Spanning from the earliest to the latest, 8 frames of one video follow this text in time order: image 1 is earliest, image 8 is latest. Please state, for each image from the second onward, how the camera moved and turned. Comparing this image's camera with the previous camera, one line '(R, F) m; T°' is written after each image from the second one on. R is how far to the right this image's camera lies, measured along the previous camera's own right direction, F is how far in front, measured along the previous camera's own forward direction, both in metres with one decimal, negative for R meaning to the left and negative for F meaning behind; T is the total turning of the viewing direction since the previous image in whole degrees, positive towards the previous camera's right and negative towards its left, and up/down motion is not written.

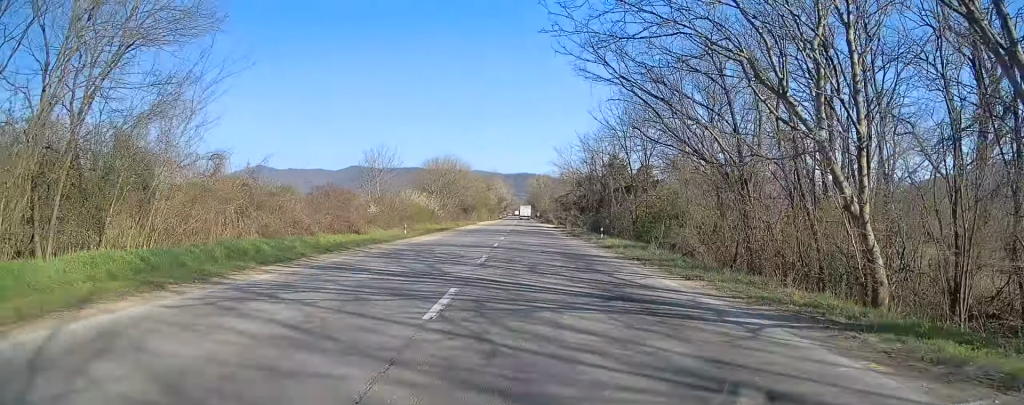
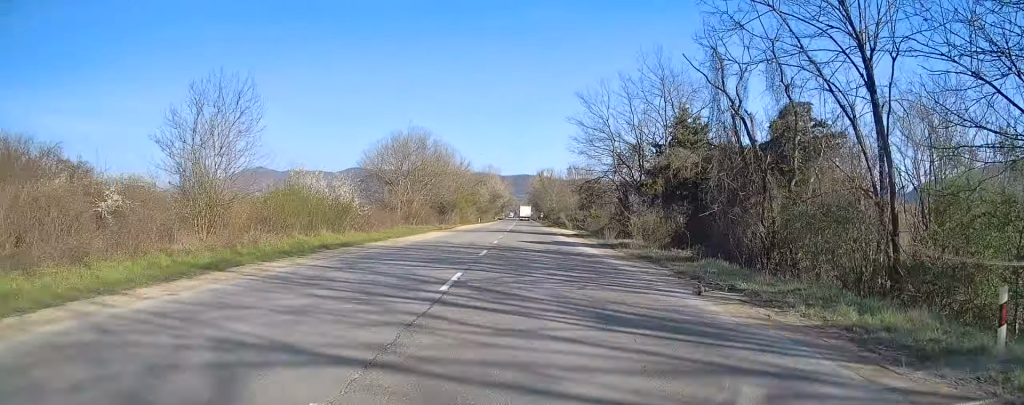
(0.0, +33.0) m; 0°
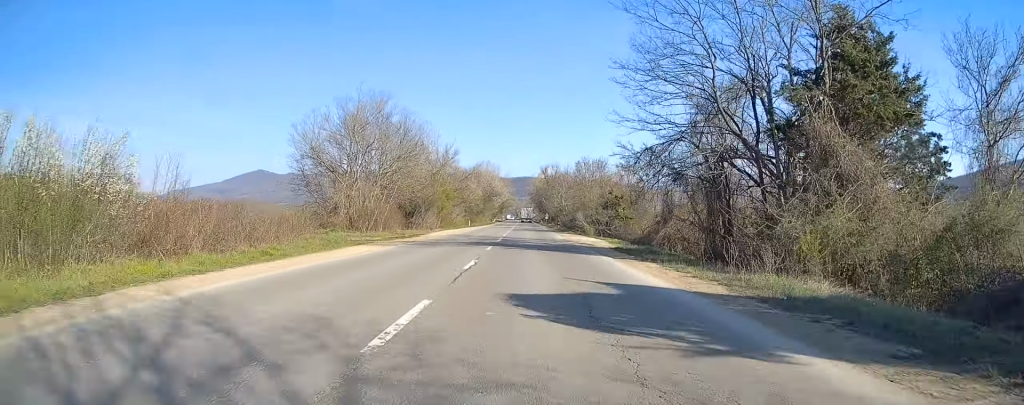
(0.0, +22.5) m; 0°
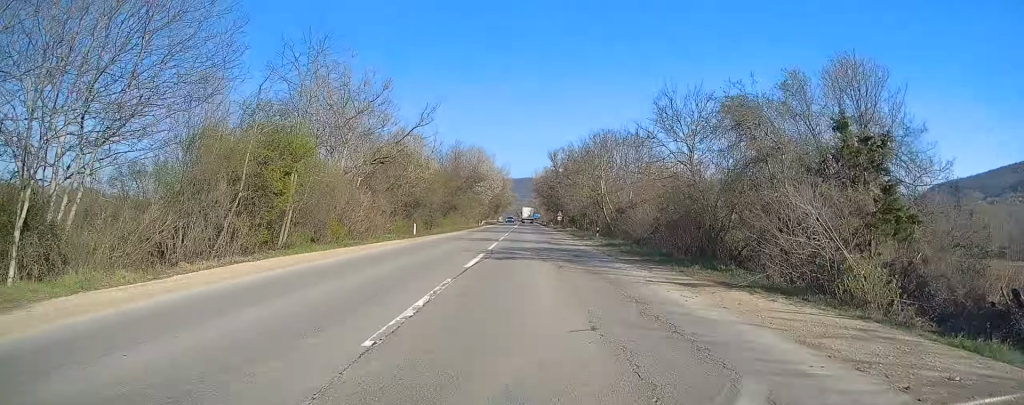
(+0.1, +44.6) m; 0°
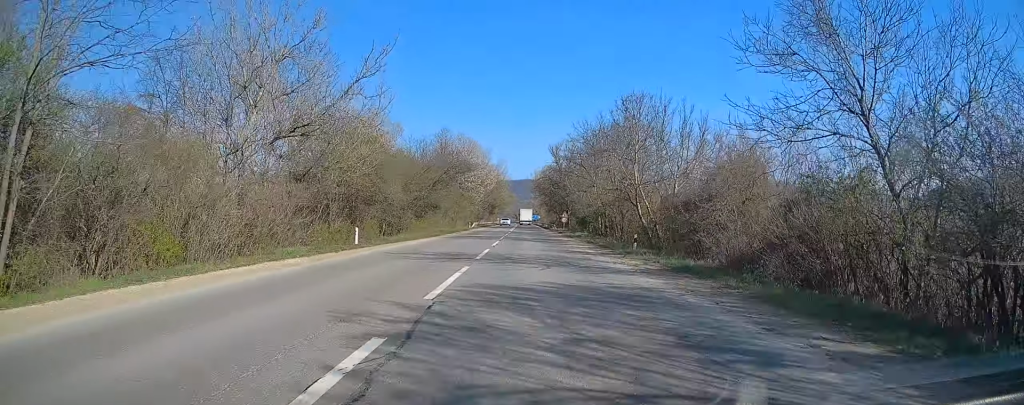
(-0.1, +14.7) m; 0°
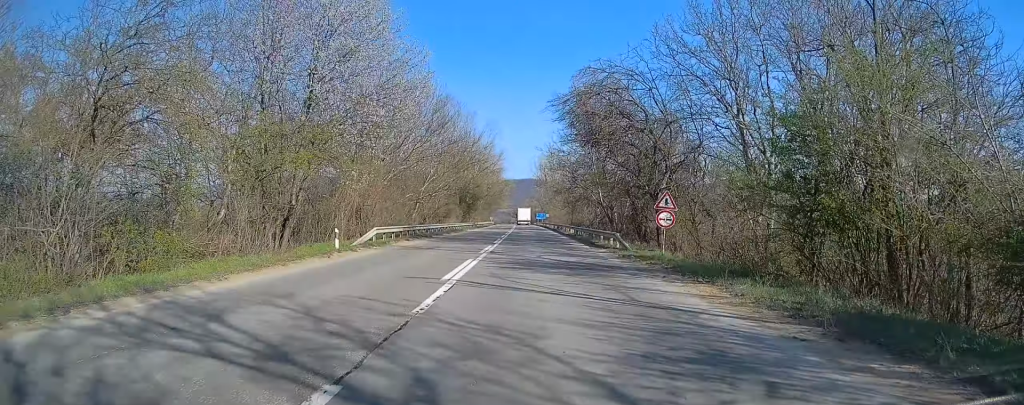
(-0.2, +55.9) m; 0°
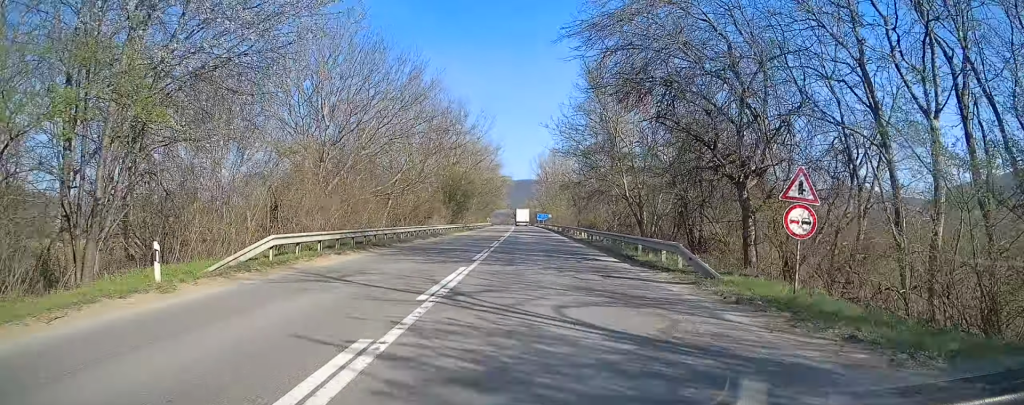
(0.0, +11.5) m; 0°
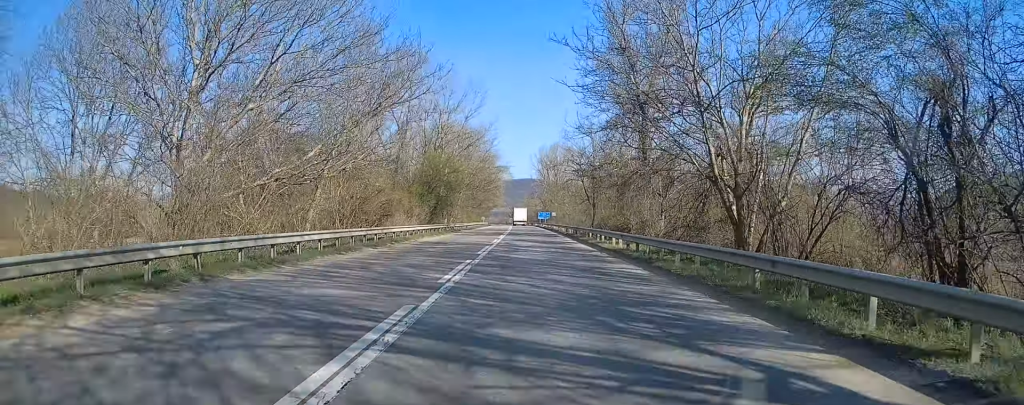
(0.0, +15.9) m; 0°
